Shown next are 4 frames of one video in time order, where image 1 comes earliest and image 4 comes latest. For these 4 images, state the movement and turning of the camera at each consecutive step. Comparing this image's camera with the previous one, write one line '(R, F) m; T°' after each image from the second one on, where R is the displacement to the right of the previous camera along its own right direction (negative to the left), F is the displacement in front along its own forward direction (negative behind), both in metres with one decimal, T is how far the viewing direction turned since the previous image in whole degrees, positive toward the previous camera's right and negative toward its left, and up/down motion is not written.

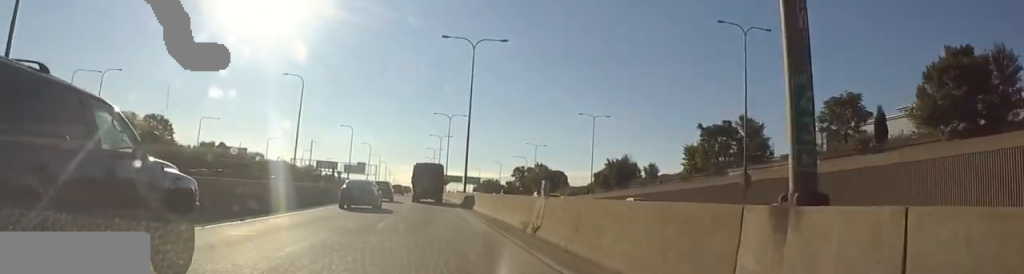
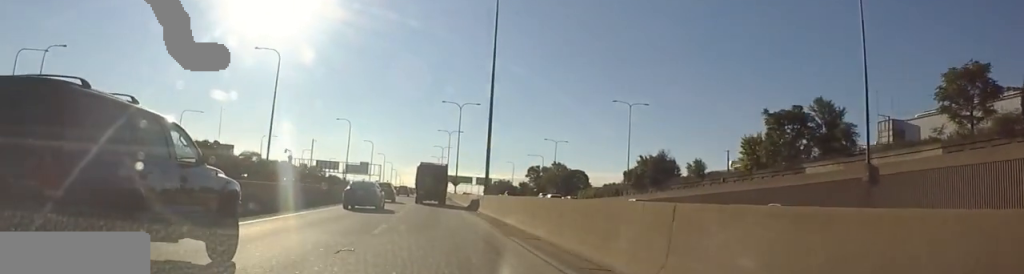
(-0.1, +17.5) m; -2°
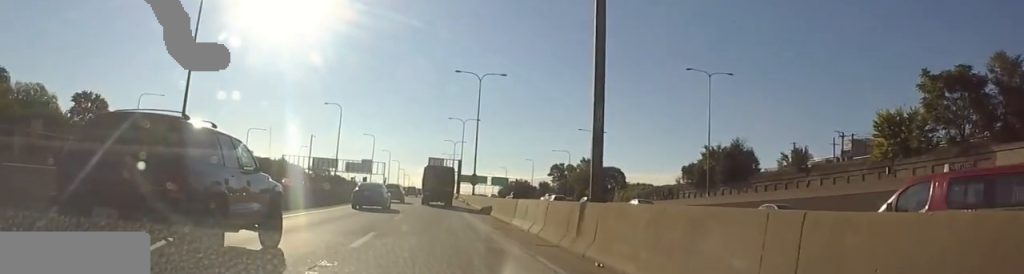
(-0.7, +26.3) m; 0°
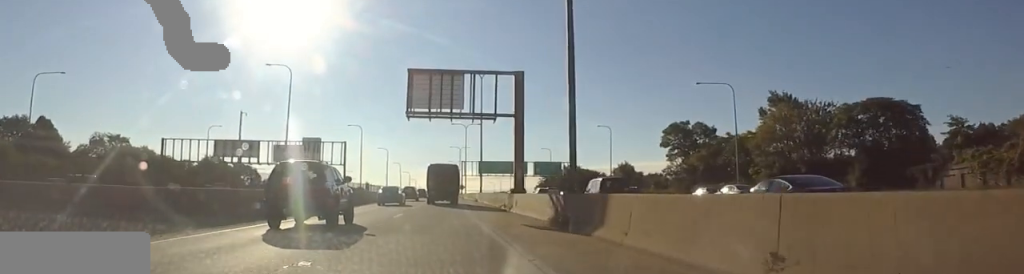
(+2.3, +99.0) m; +1°
